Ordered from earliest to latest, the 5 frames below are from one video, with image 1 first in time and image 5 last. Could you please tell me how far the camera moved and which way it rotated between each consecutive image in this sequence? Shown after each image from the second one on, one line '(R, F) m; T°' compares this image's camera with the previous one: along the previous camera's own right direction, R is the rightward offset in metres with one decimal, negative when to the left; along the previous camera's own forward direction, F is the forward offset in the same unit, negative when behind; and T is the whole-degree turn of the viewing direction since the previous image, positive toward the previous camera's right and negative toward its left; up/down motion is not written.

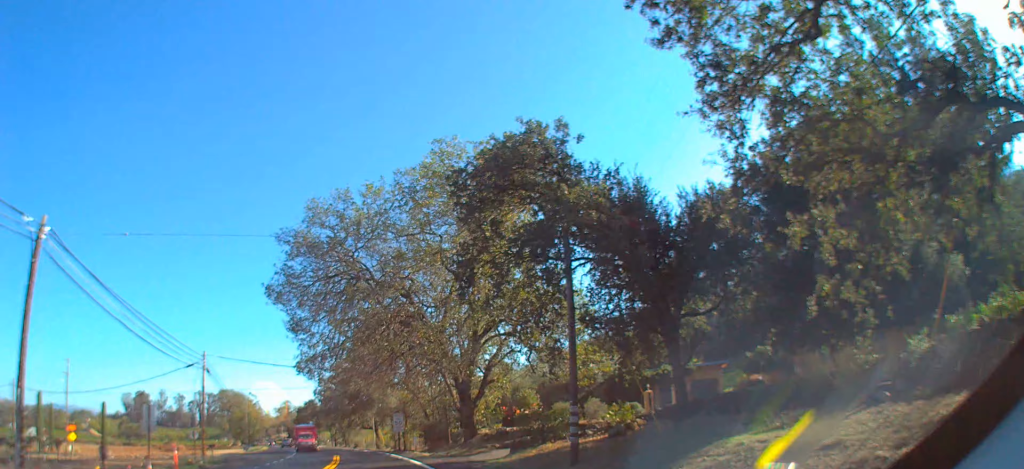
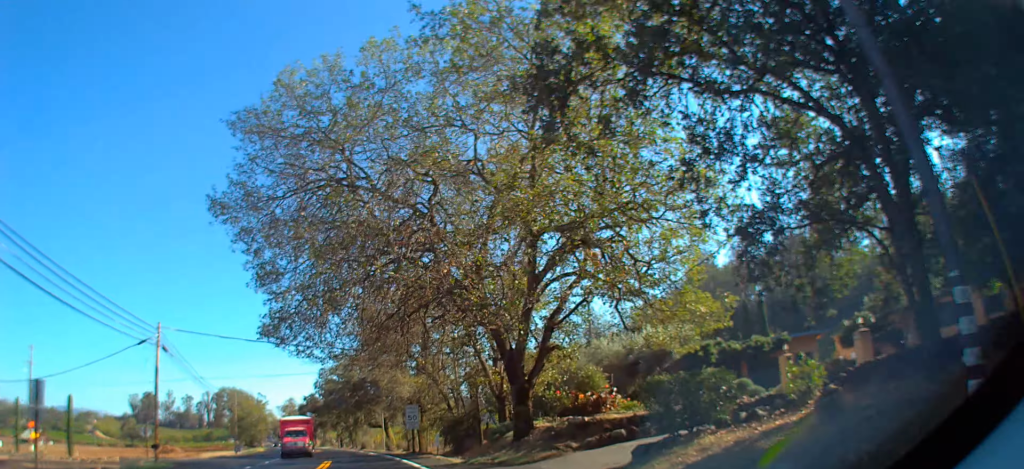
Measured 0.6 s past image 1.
(-0.2, +11.5) m; -3°
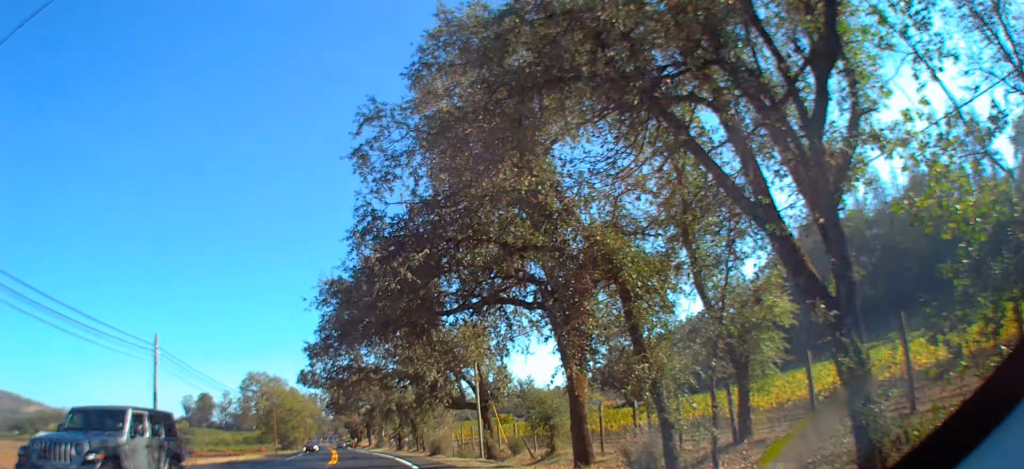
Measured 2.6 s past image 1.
(-3.4, +41.0) m; -7°
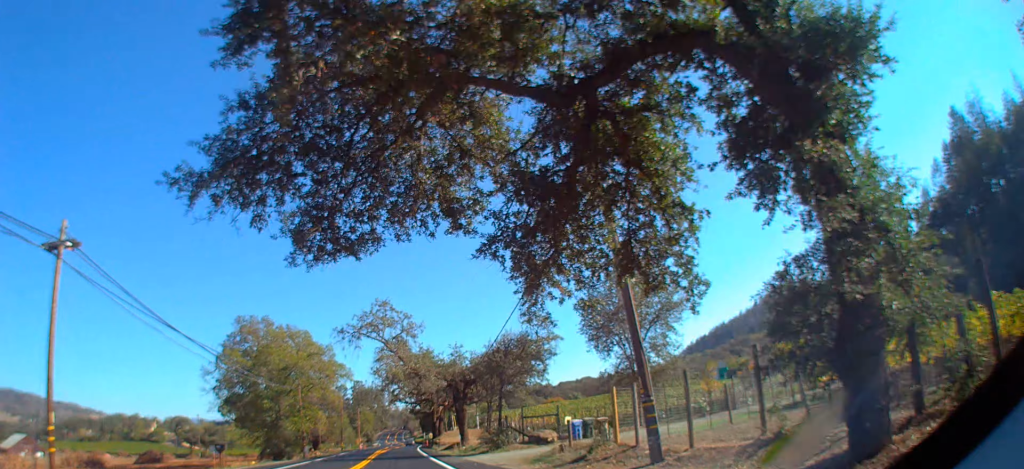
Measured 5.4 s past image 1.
(-4.1, +58.5) m; -10°
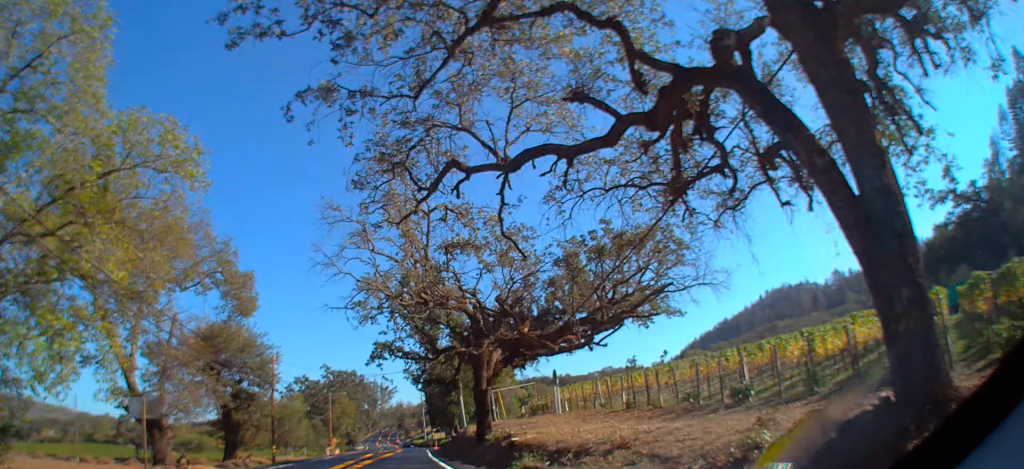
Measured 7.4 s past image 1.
(-0.1, +44.6) m; +1°
